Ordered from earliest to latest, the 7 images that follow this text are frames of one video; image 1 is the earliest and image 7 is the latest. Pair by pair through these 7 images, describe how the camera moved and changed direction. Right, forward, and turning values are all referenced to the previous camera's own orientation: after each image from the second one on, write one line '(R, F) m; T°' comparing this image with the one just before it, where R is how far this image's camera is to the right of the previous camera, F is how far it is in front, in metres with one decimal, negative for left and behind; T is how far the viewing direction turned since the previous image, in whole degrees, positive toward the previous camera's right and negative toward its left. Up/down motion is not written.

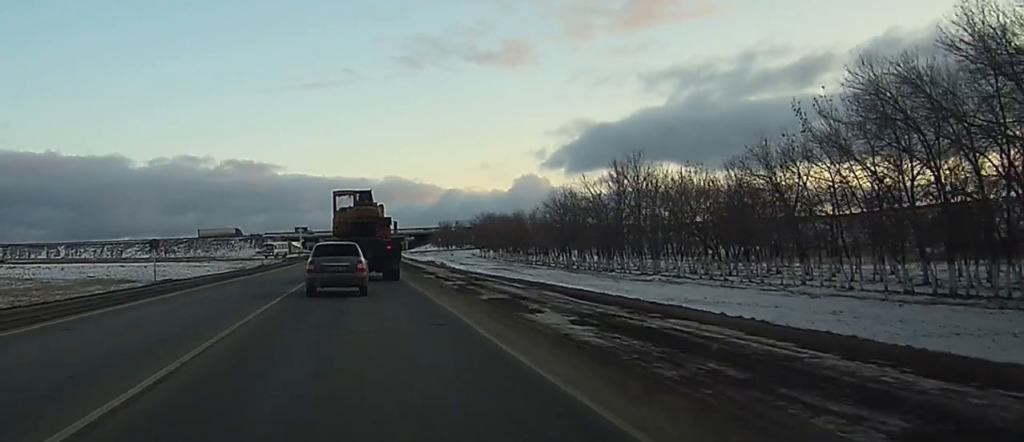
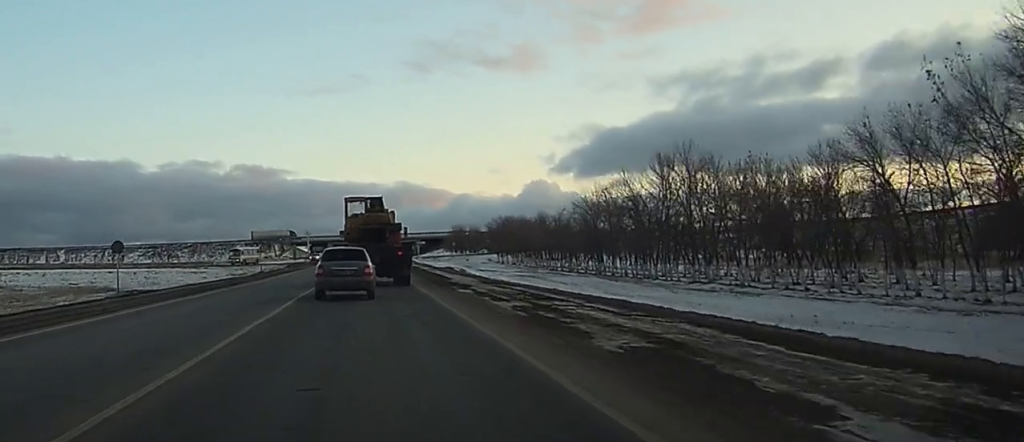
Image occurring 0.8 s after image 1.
(+0.1, +11.1) m; 0°
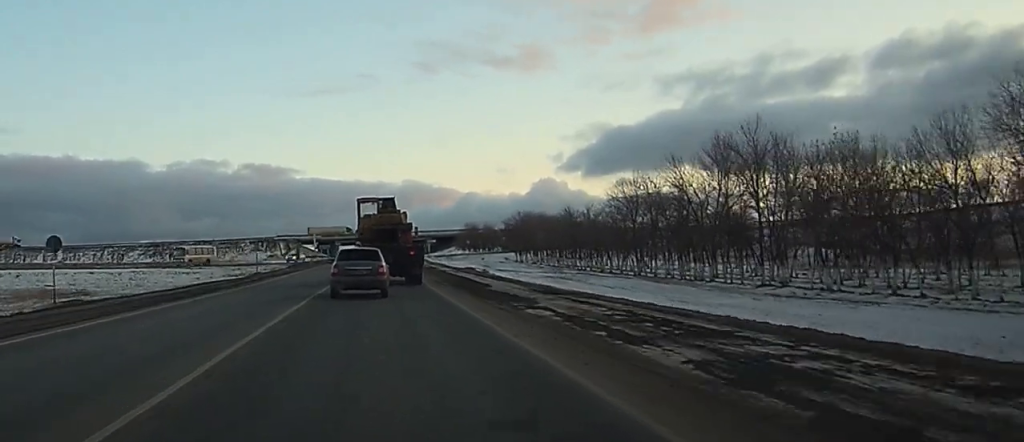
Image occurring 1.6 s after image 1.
(0.0, +11.2) m; 0°
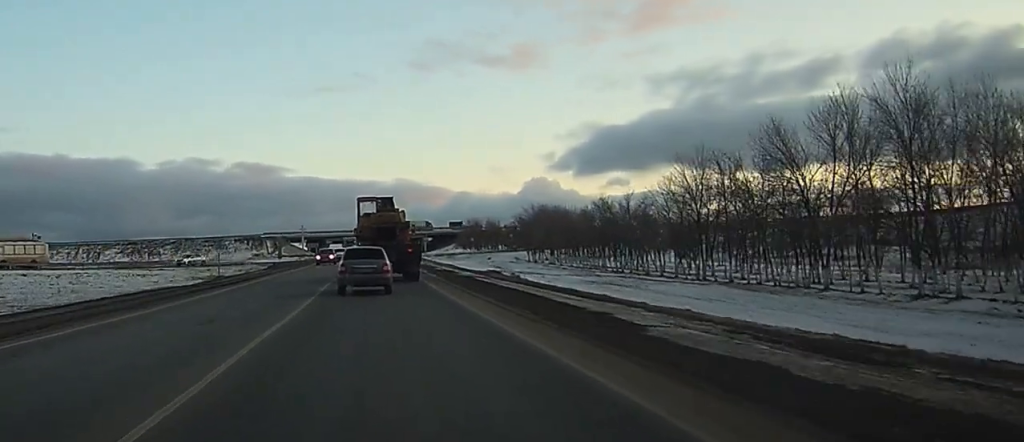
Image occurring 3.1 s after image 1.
(-0.1, +18.8) m; -1°
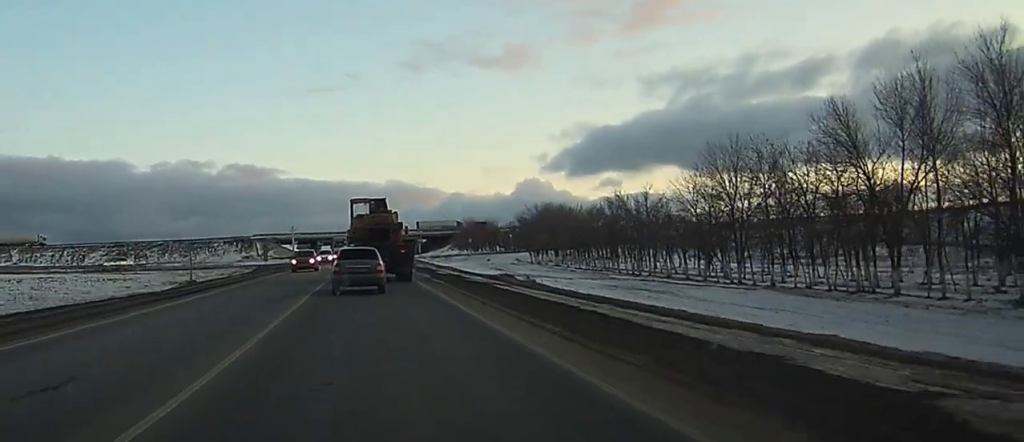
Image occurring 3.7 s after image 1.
(0.0, +7.8) m; 0°
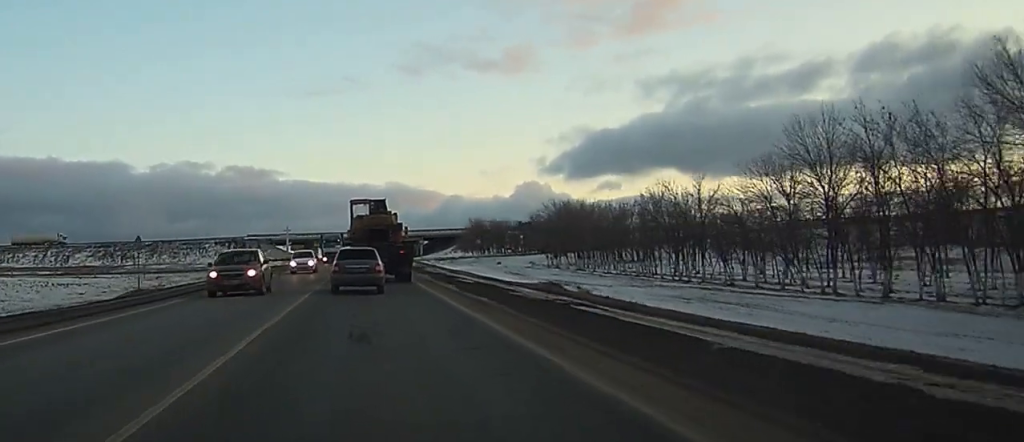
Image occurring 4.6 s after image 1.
(0.0, +12.6) m; 0°
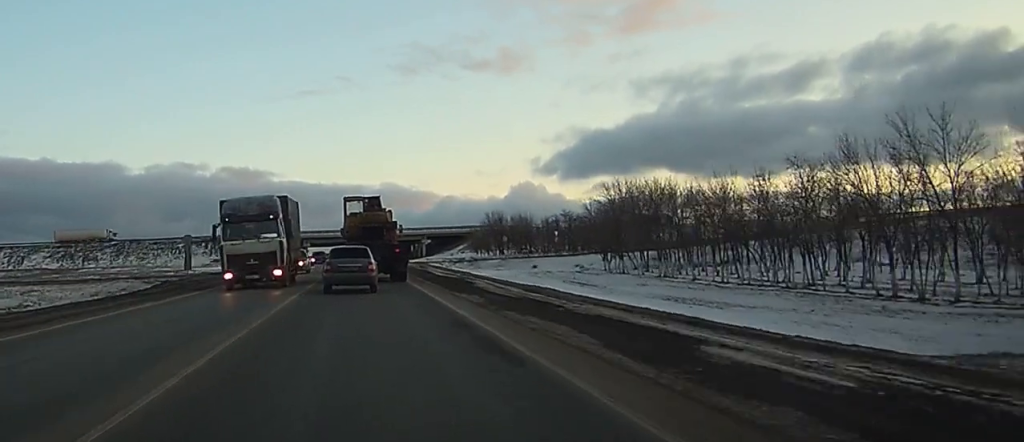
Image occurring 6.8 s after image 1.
(+0.1, +29.7) m; 0°
